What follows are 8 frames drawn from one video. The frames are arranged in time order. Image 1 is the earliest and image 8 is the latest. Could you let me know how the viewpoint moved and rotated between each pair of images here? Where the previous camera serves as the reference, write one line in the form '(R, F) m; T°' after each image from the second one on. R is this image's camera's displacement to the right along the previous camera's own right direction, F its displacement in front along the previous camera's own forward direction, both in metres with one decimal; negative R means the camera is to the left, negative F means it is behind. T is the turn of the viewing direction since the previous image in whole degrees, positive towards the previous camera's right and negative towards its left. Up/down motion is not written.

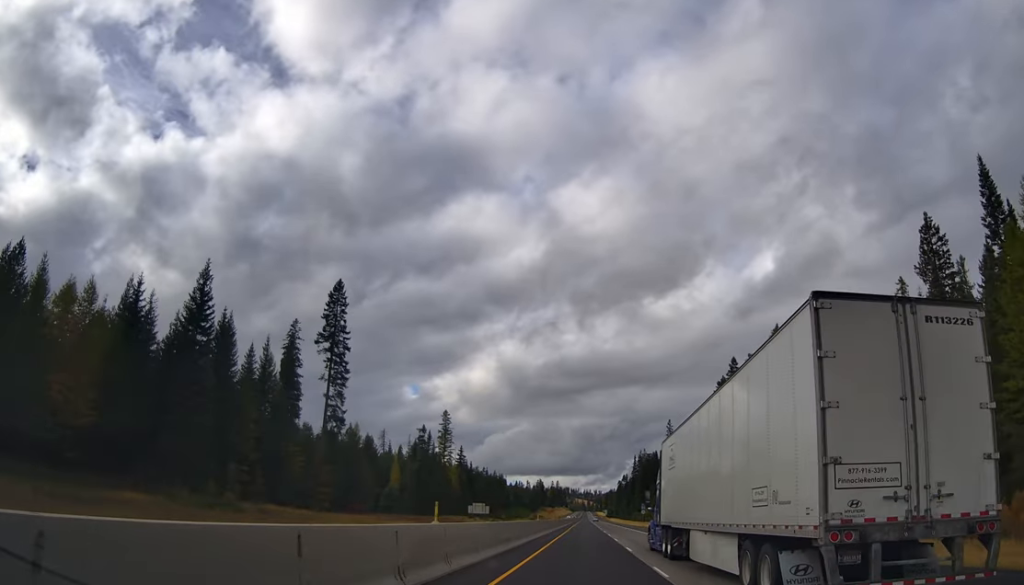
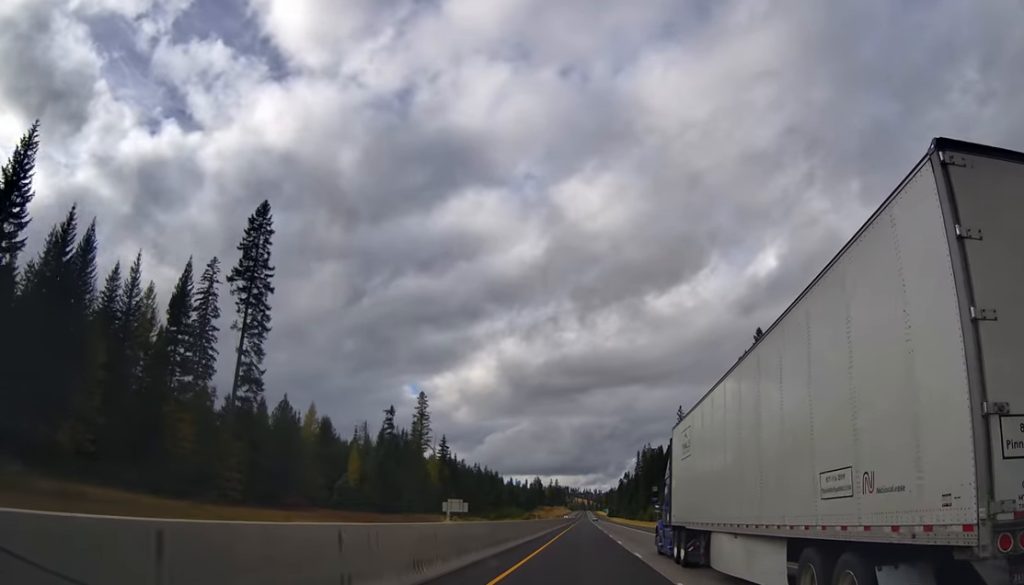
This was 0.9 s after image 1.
(0.0, +29.2) m; 0°
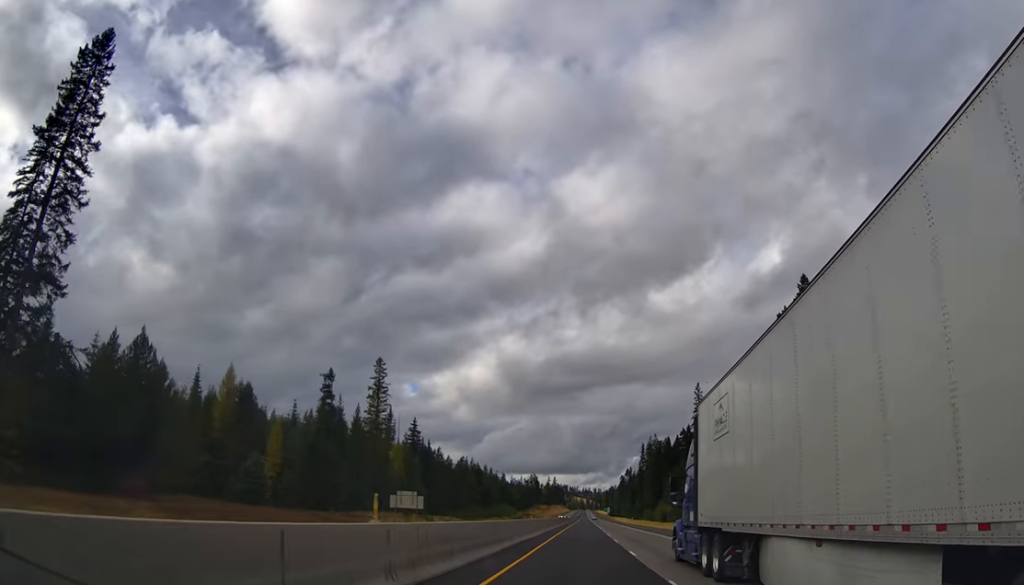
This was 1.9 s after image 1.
(-0.3, +36.0) m; 0°
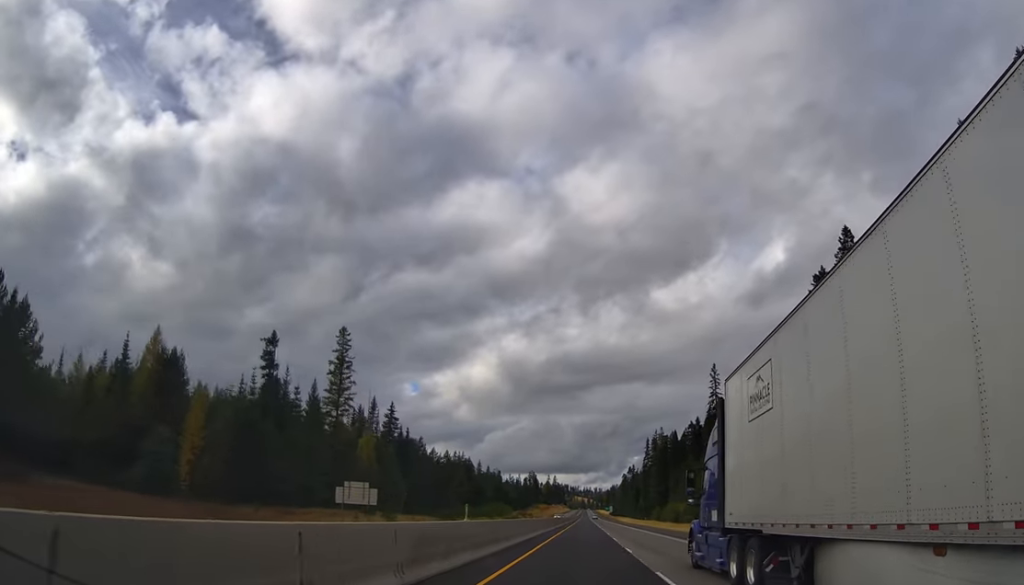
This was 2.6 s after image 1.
(0.0, +22.6) m; +1°
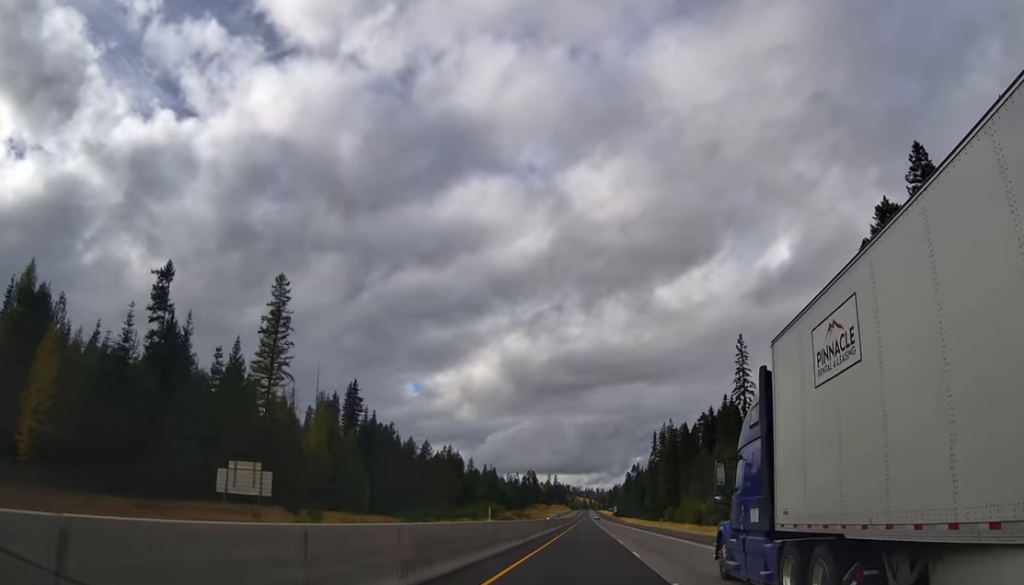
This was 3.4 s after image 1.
(+0.3, +27.0) m; +1°
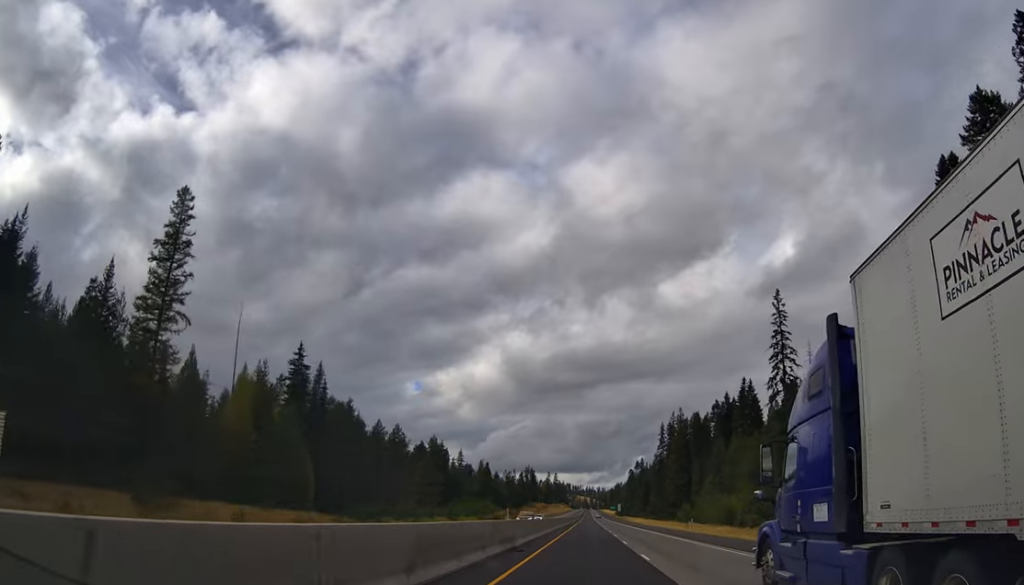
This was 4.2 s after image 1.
(+0.3, +27.0) m; 0°
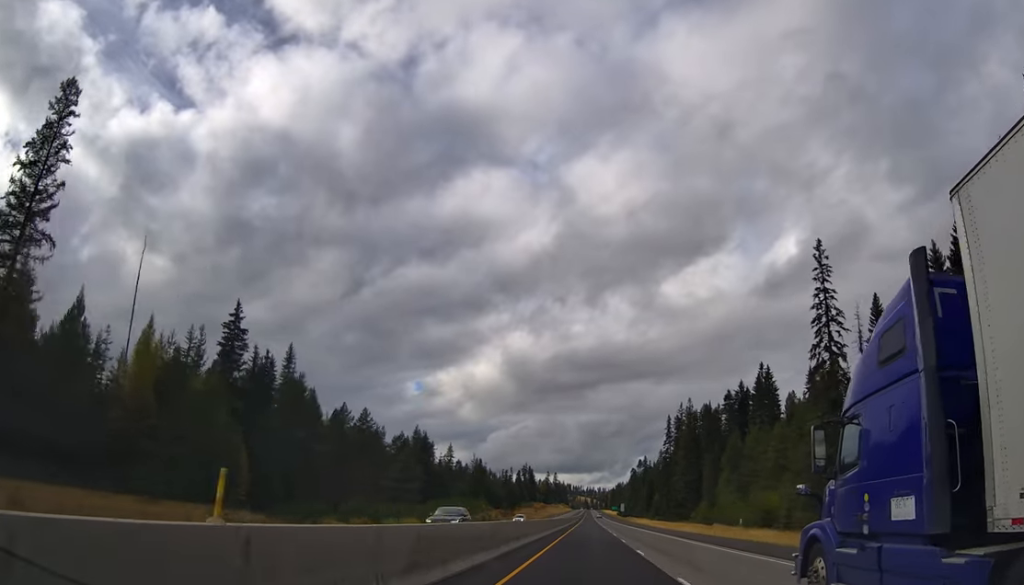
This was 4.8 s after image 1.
(-0.3, +21.1) m; -1°
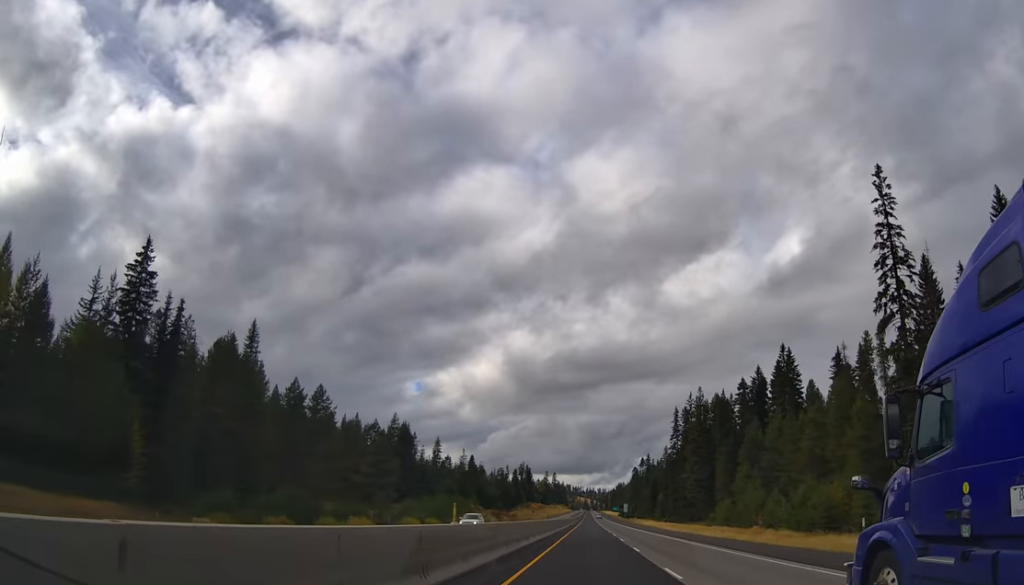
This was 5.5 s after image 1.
(-0.2, +21.1) m; 0°
